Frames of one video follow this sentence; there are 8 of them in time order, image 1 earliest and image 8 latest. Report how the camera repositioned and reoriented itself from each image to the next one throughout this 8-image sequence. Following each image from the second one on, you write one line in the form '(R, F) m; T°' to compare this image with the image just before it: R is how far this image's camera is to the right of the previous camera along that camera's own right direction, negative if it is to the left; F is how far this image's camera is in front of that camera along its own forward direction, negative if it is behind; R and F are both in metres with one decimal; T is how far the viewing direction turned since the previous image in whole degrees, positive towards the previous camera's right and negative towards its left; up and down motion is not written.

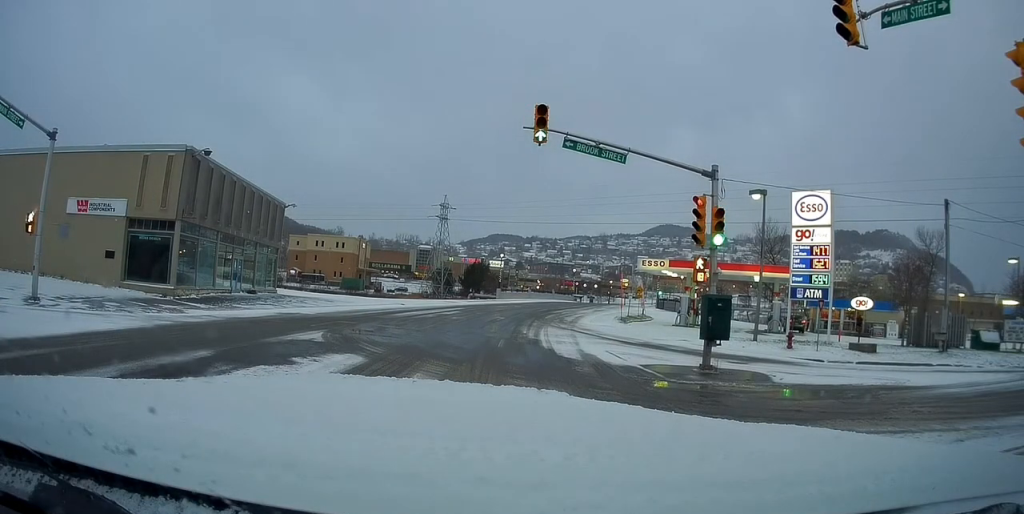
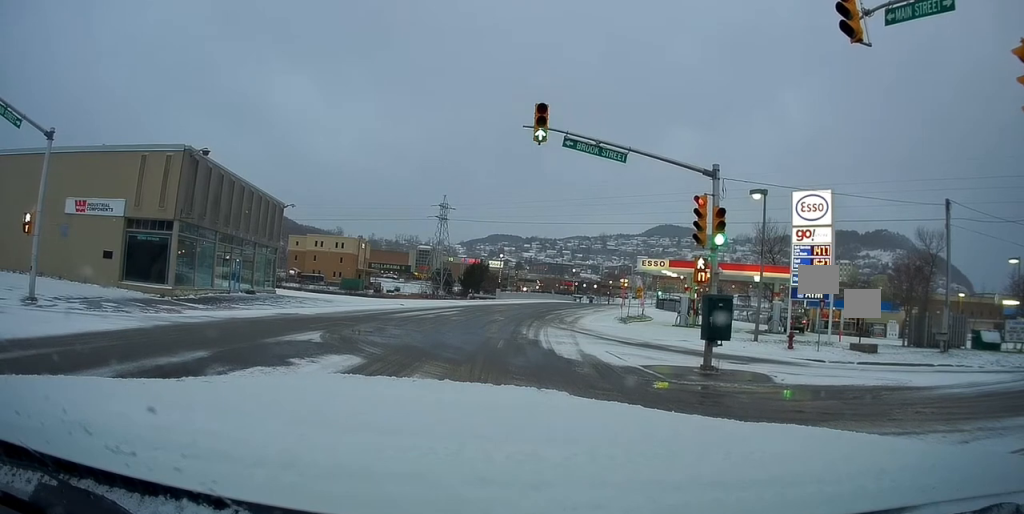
(0.0, 0.0) m; 0°
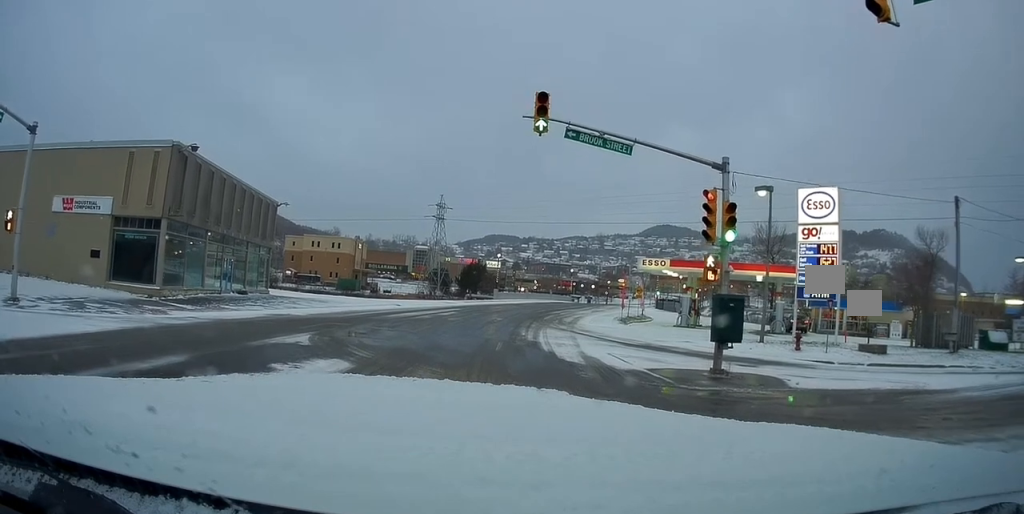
(0.0, 0.0) m; 0°
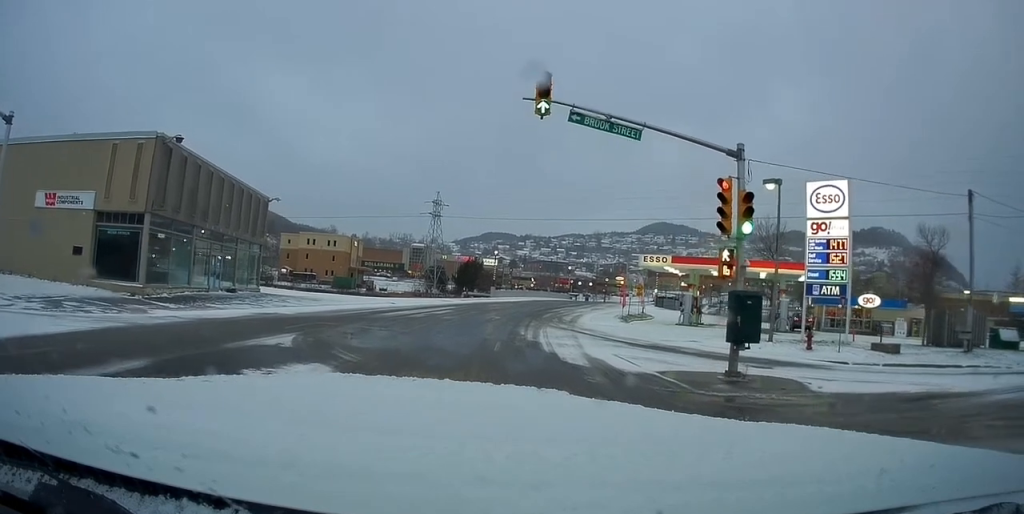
(+0.1, +0.1) m; 0°
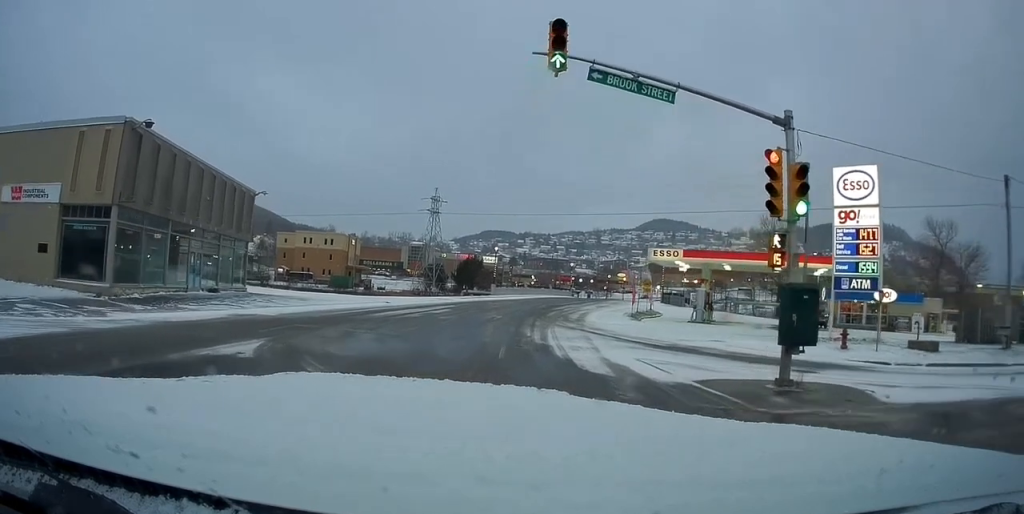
(+0.2, +0.8) m; 0°
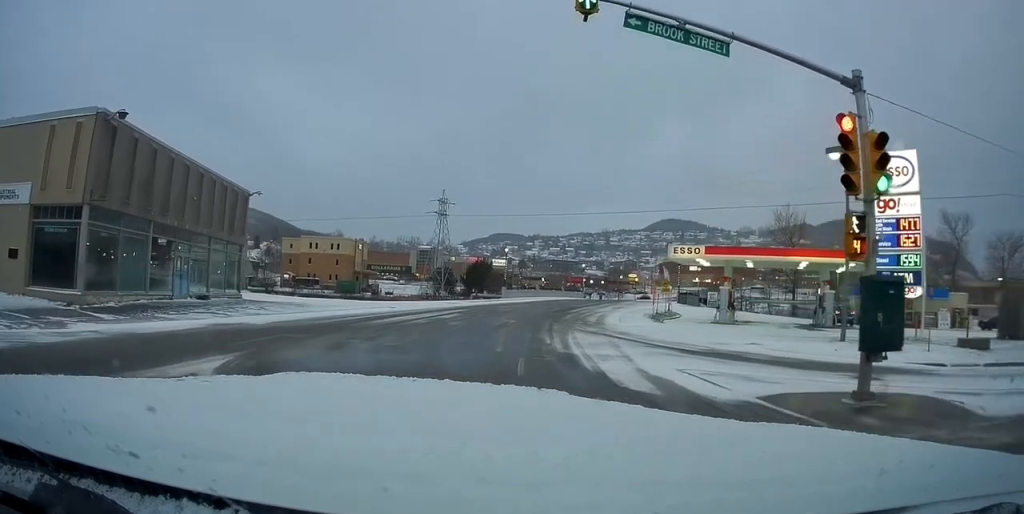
(+0.1, +1.2) m; -2°
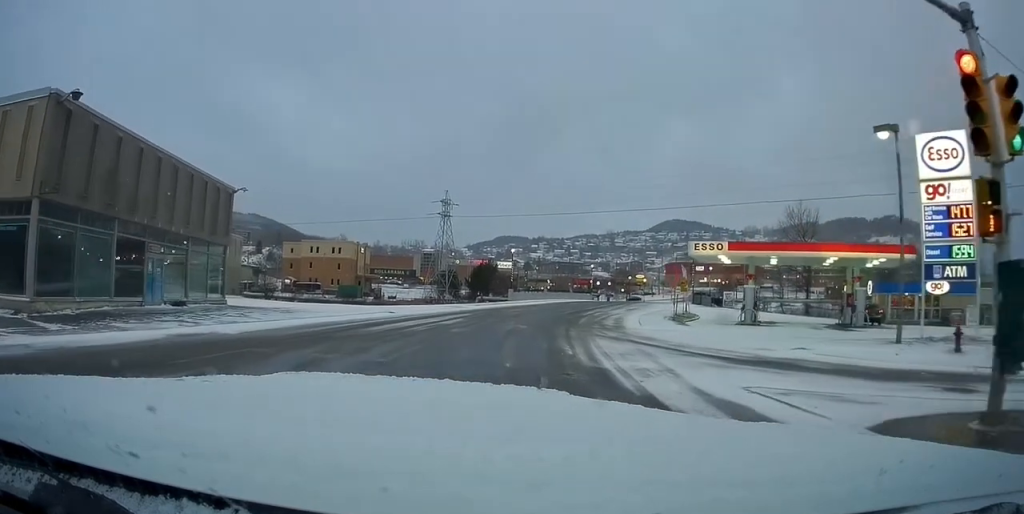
(-0.1, +2.0) m; -6°
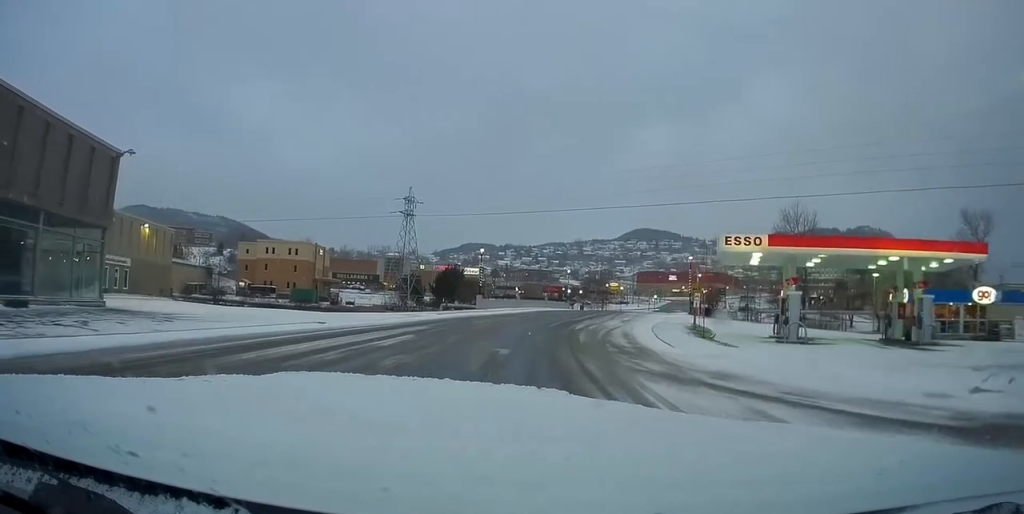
(0.0, +7.6) m; +1°
